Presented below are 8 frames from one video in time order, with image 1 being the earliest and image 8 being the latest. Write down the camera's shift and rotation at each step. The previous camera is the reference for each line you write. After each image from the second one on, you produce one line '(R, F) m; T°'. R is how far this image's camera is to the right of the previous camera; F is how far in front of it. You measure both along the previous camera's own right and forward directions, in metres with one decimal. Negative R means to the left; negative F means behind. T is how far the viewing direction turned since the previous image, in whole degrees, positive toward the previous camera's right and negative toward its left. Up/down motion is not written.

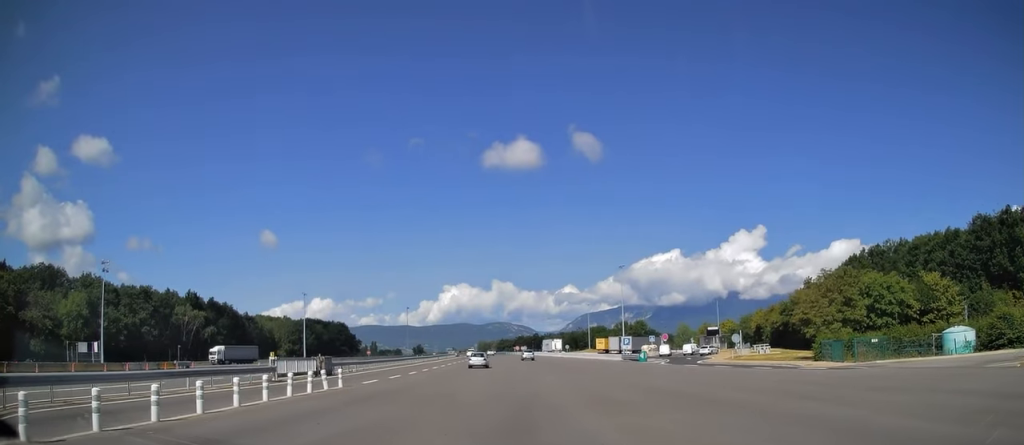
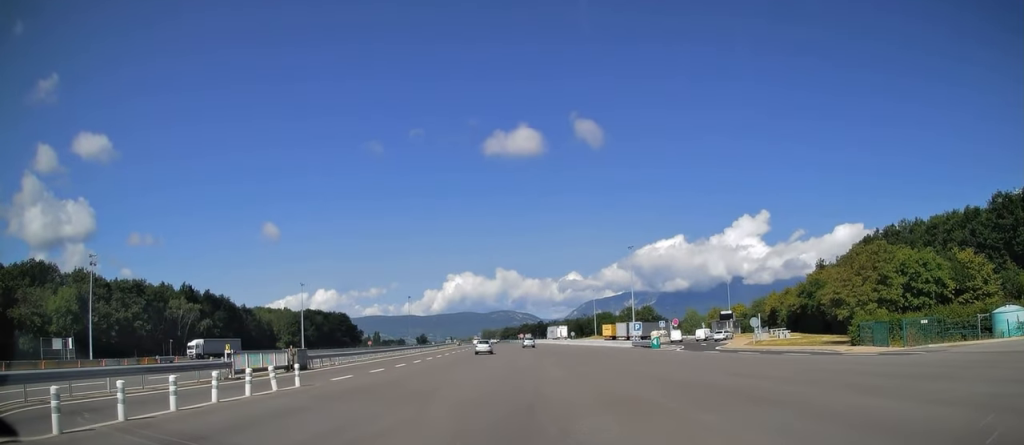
(-0.2, +5.2) m; -1°
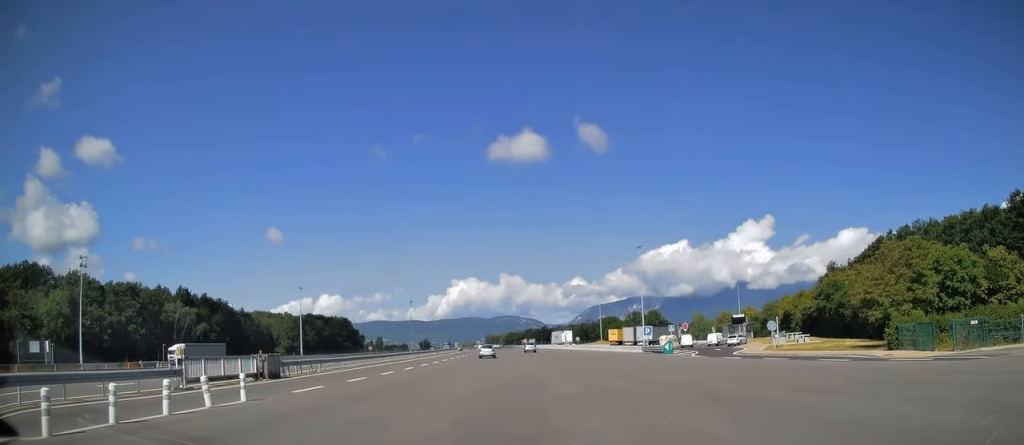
(-0.1, +4.1) m; -1°
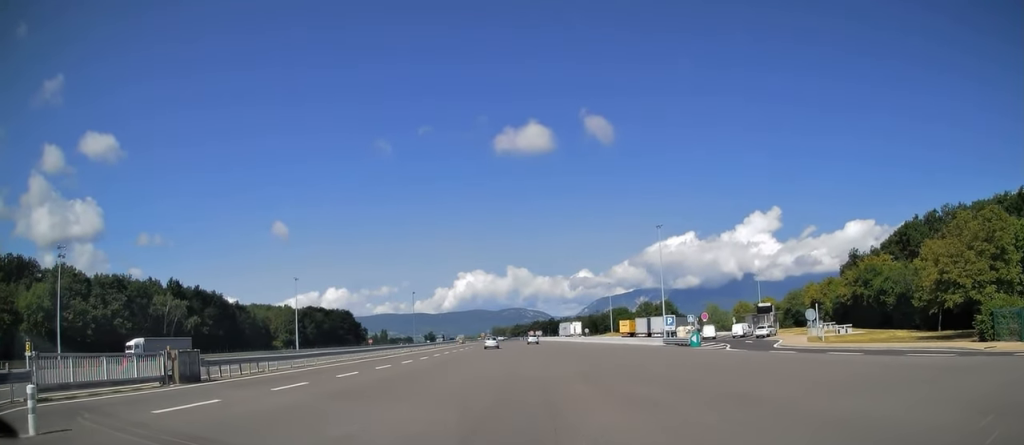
(0.0, +8.3) m; 0°
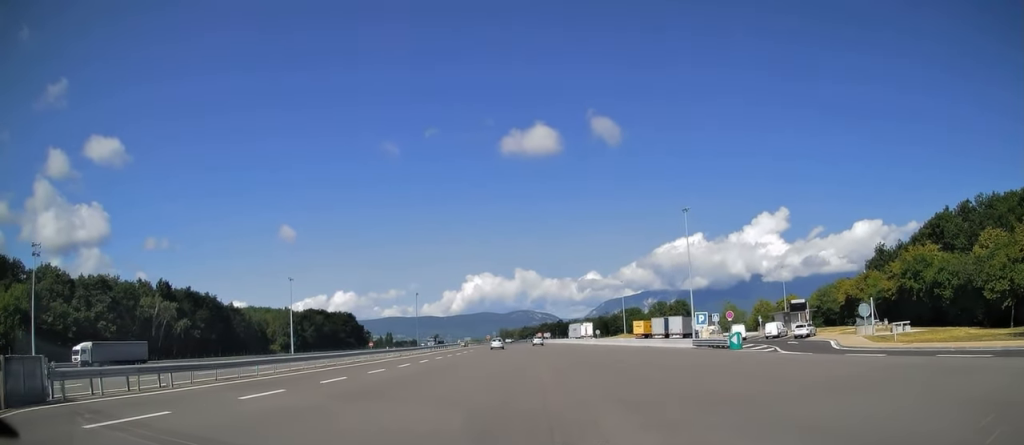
(0.0, +9.5) m; 0°
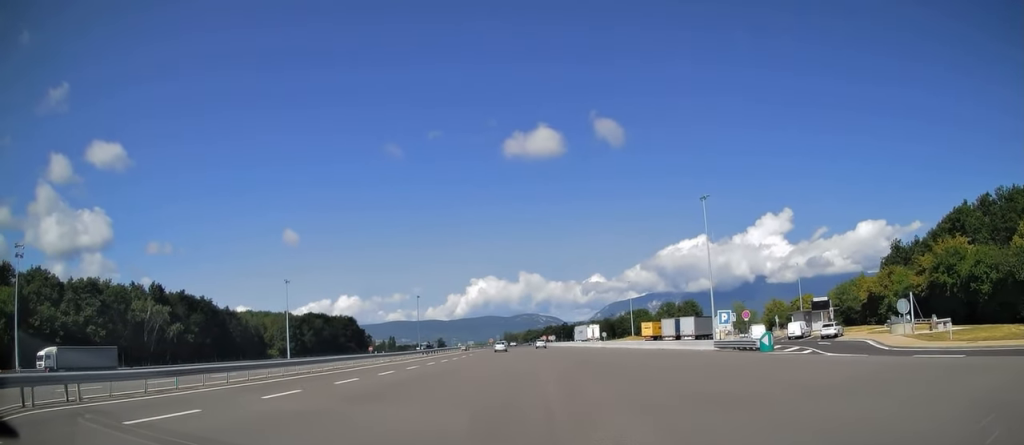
(0.0, +5.5) m; 0°
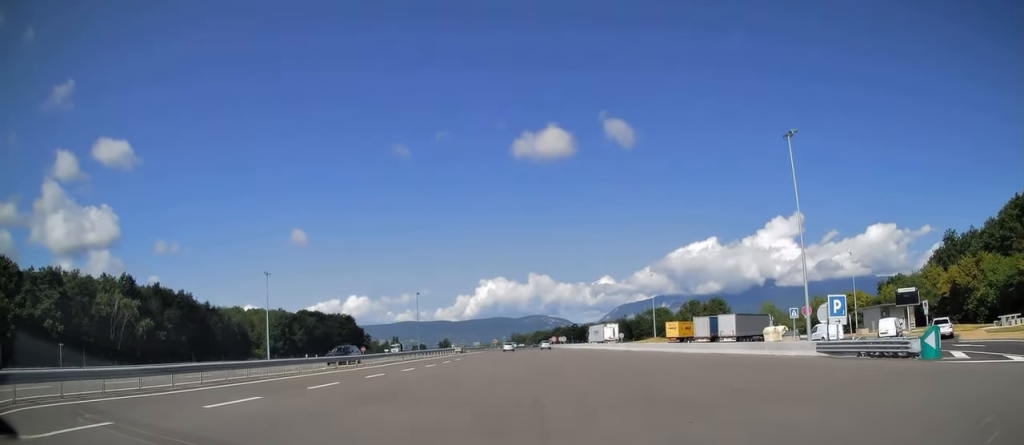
(-0.3, +17.0) m; -3°
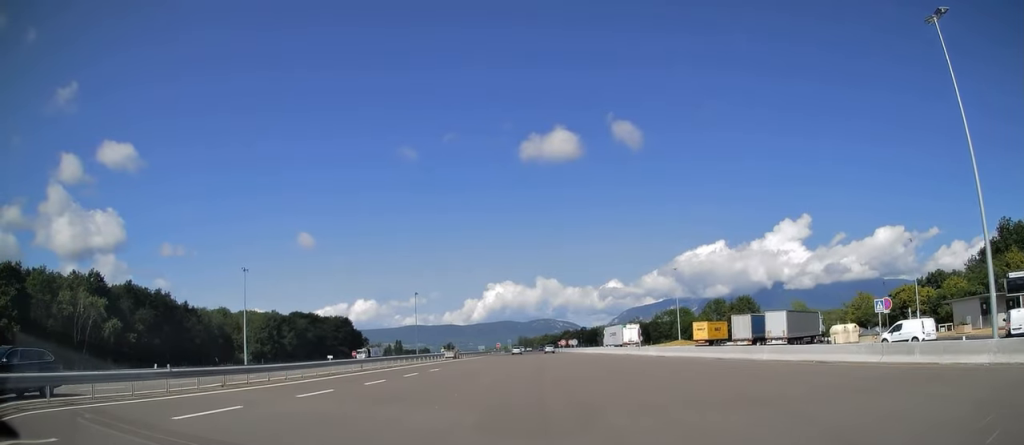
(-0.4, +14.9) m; -1°
